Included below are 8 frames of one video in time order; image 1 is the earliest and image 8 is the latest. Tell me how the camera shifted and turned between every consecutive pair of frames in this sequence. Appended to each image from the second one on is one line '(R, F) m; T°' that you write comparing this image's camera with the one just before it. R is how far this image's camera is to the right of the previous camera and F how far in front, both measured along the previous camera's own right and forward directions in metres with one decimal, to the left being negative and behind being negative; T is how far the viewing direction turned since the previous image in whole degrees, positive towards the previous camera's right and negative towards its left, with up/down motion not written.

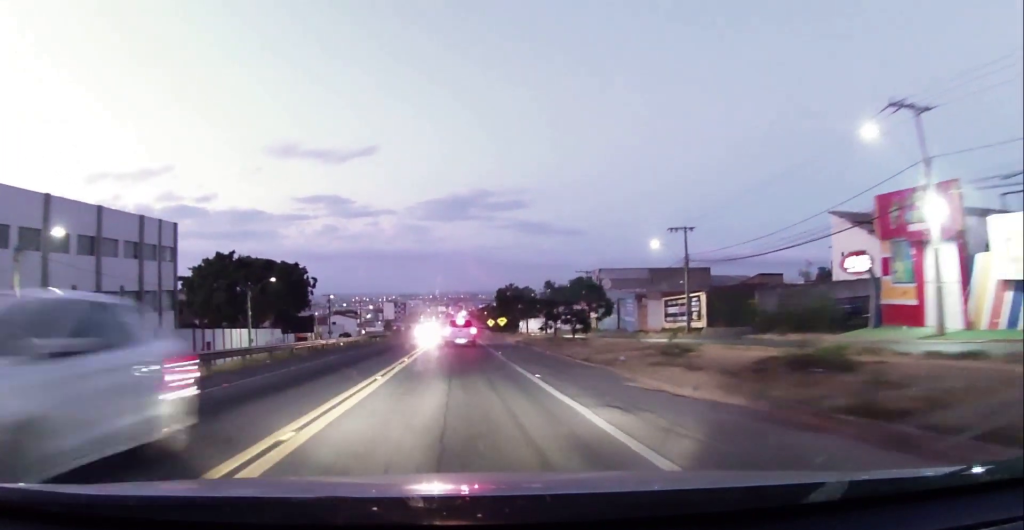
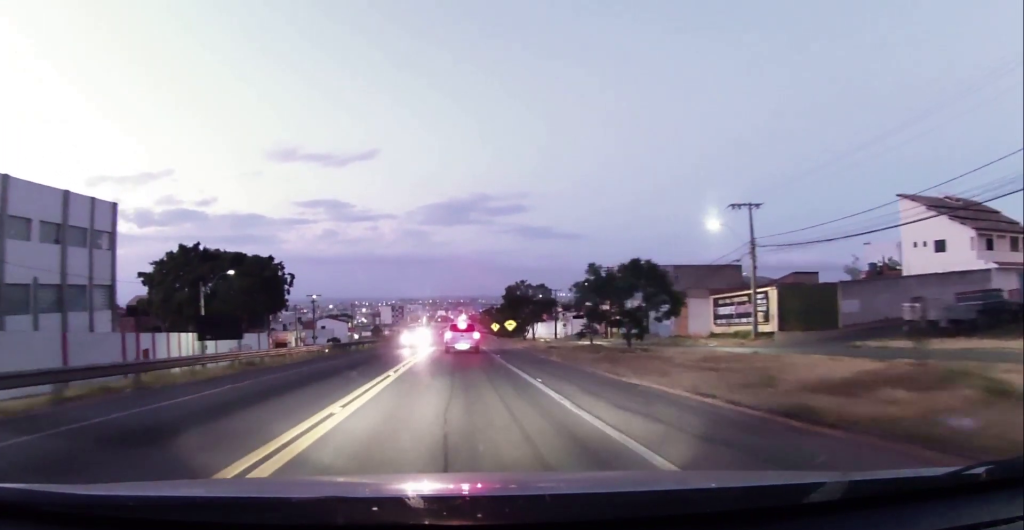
(-0.1, +13.3) m; 0°
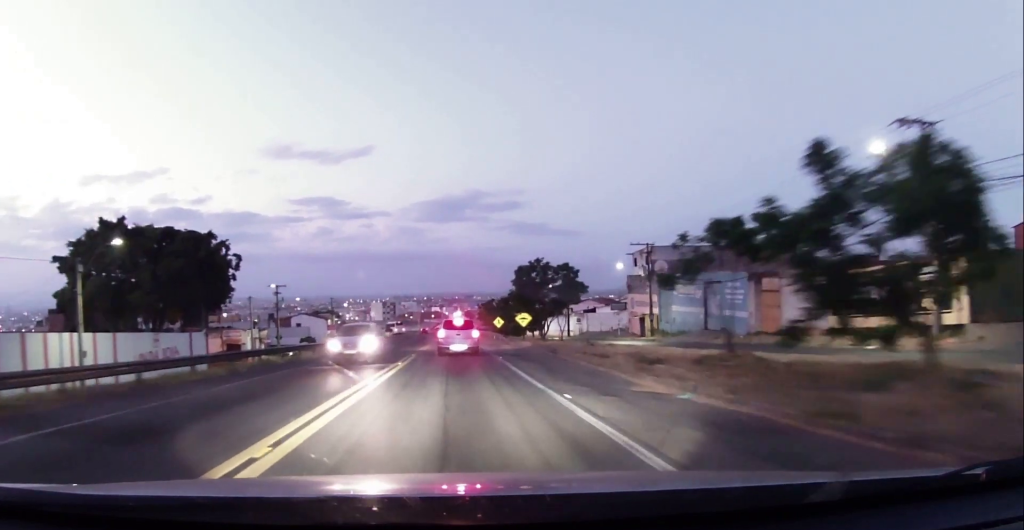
(0.0, +19.8) m; +1°
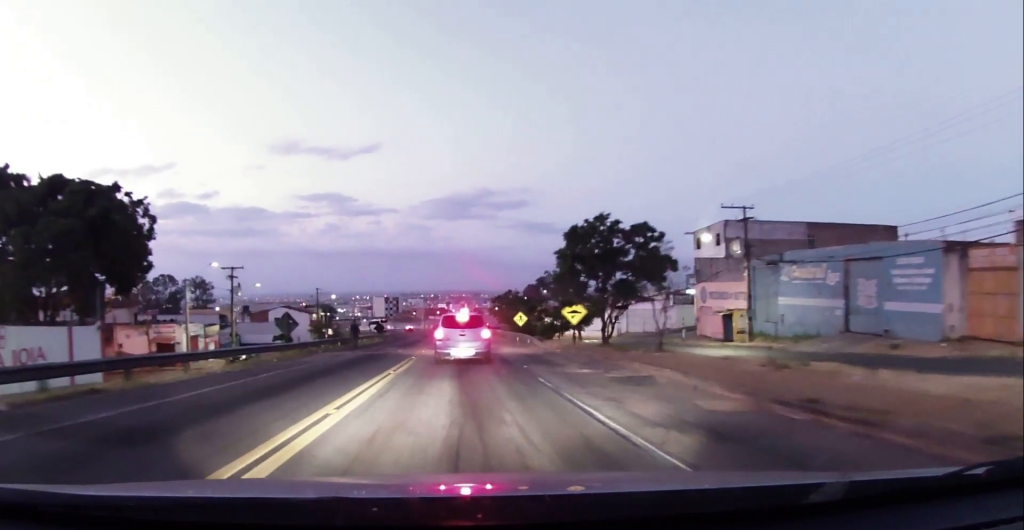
(+0.6, +22.1) m; +2°
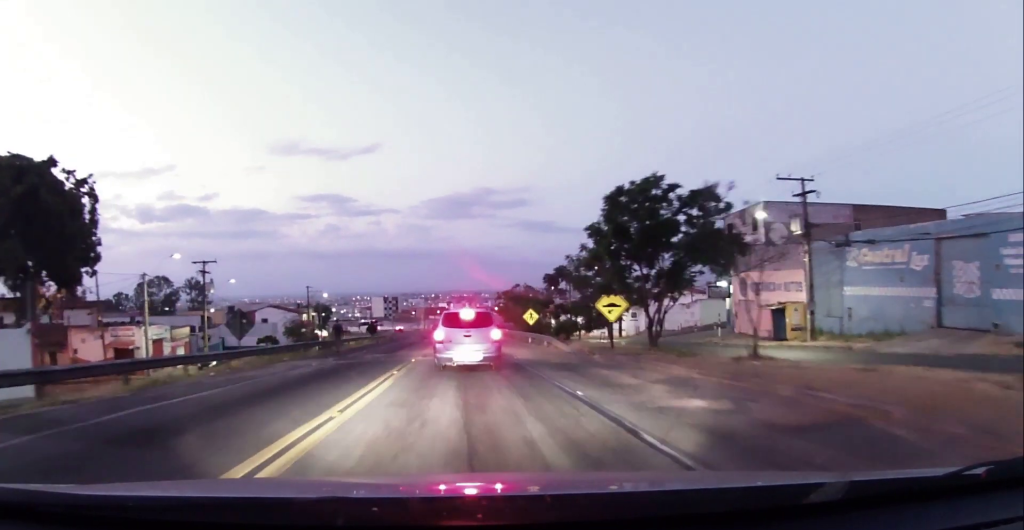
(0.0, +9.7) m; 0°
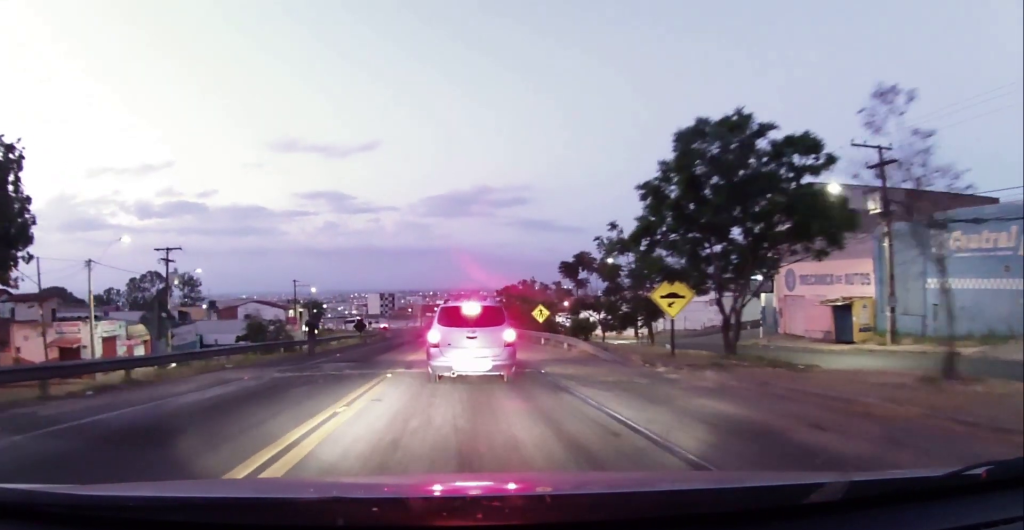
(0.0, +9.6) m; 0°
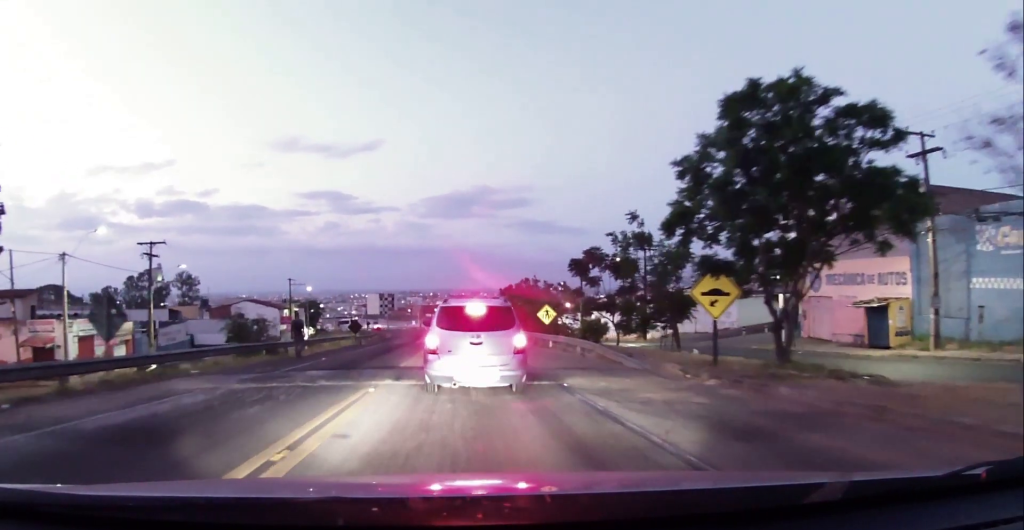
(0.0, +3.8) m; 0°
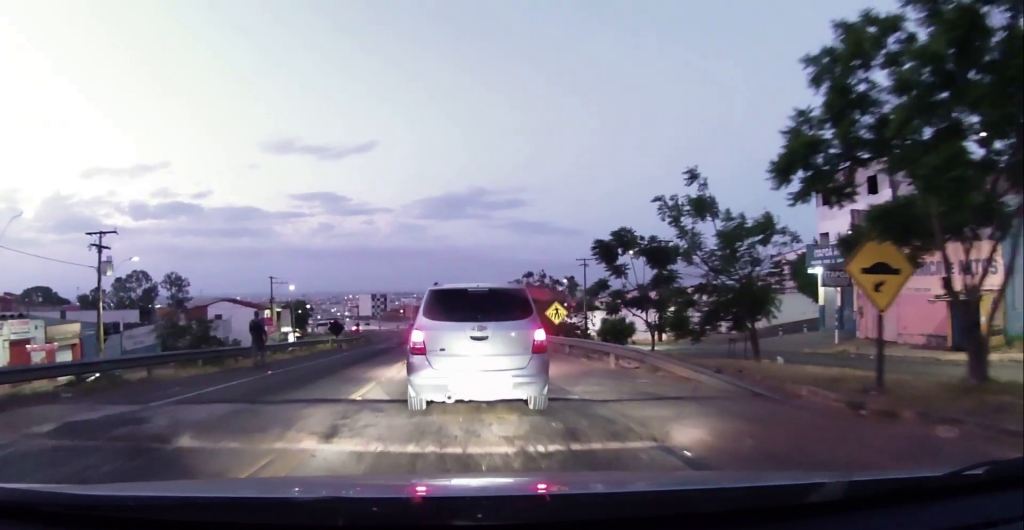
(0.0, +8.8) m; -4°
